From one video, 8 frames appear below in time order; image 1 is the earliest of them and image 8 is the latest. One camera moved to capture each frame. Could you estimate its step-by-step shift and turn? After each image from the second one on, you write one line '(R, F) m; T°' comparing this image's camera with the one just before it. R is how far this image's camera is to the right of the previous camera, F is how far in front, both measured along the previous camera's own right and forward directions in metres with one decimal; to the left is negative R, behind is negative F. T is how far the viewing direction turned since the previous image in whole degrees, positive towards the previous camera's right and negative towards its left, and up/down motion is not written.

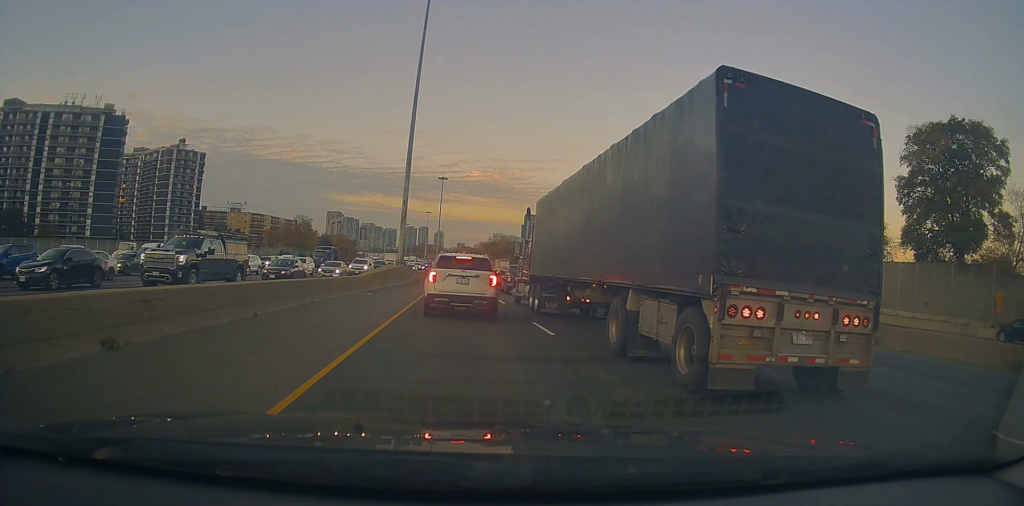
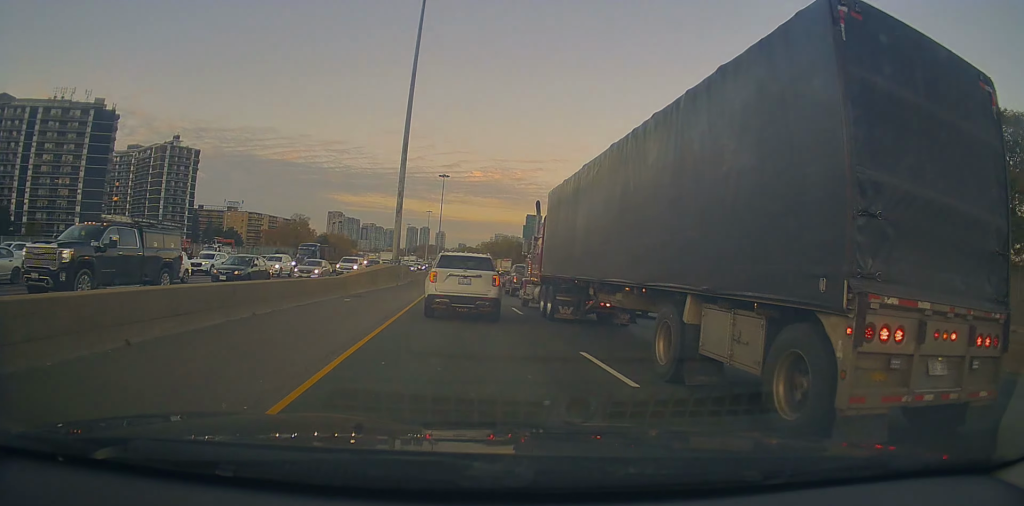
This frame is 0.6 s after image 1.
(+0.1, +5.6) m; 0°
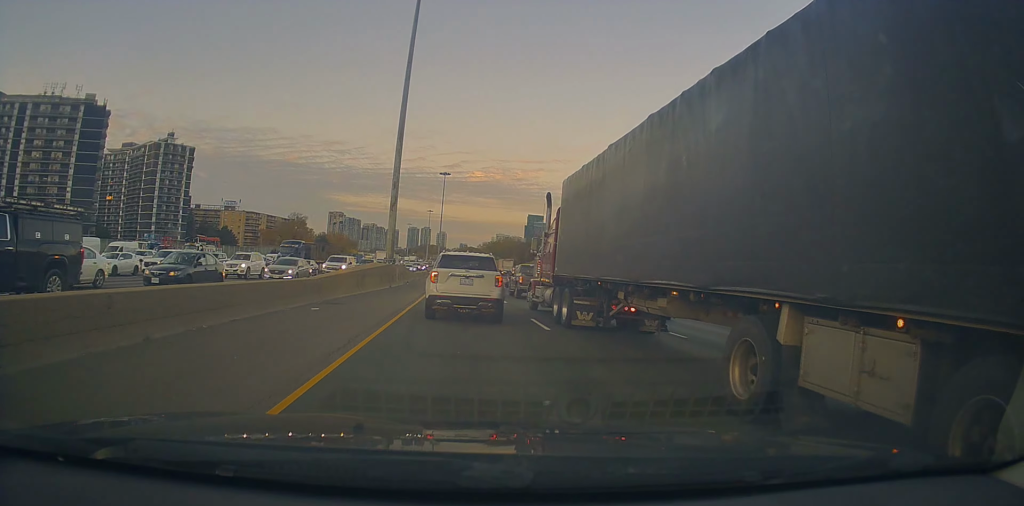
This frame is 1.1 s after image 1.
(-0.3, +4.9) m; 0°
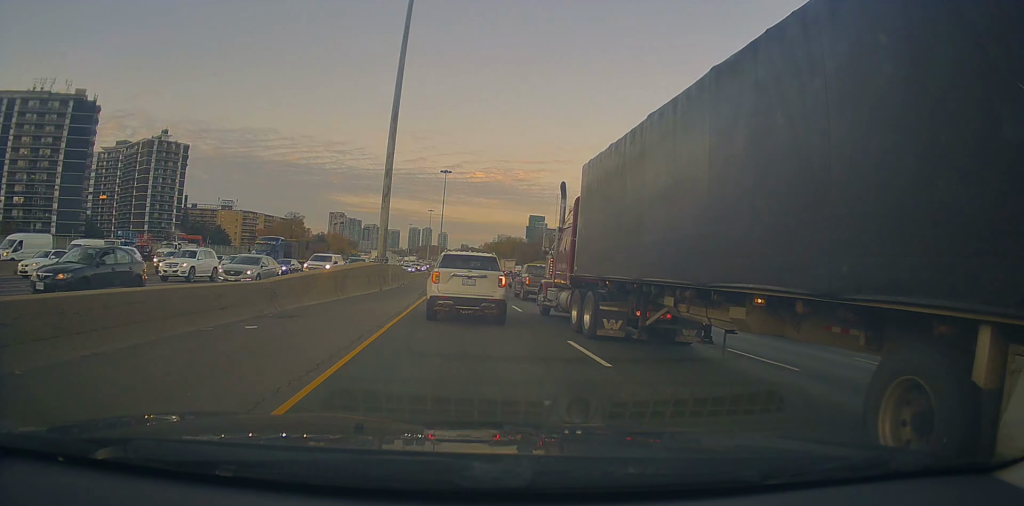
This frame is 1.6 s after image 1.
(-0.1, +5.2) m; 0°
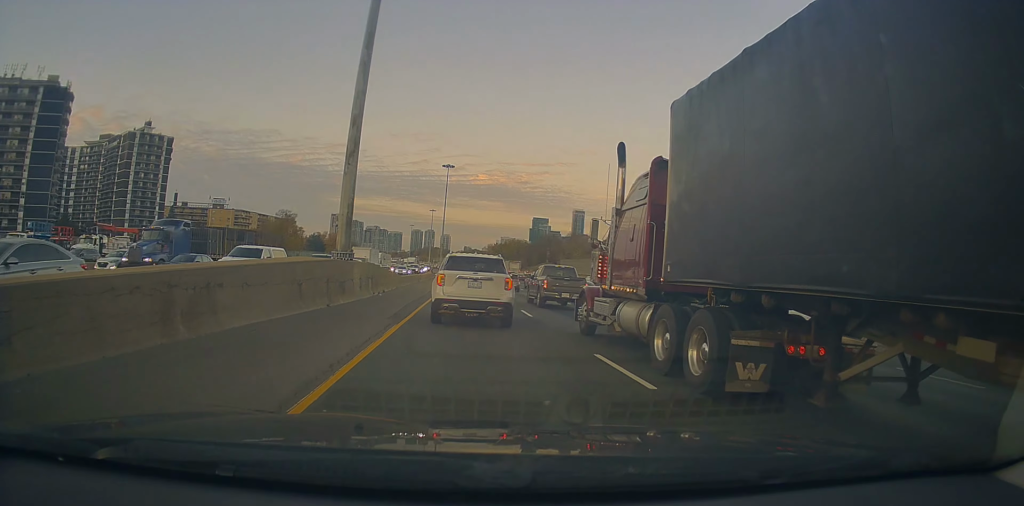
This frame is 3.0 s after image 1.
(+0.6, +13.2) m; 0°
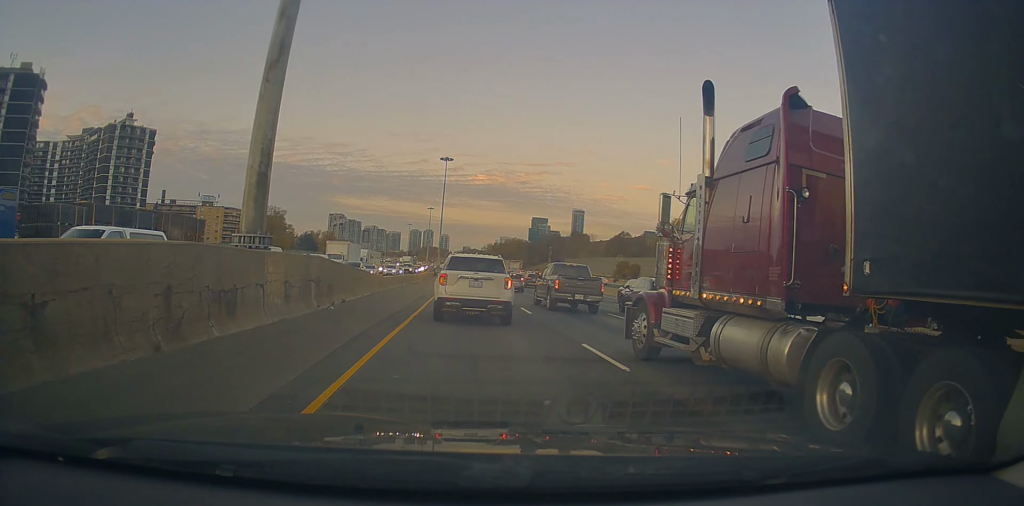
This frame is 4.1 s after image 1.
(-0.5, +10.5) m; -2°
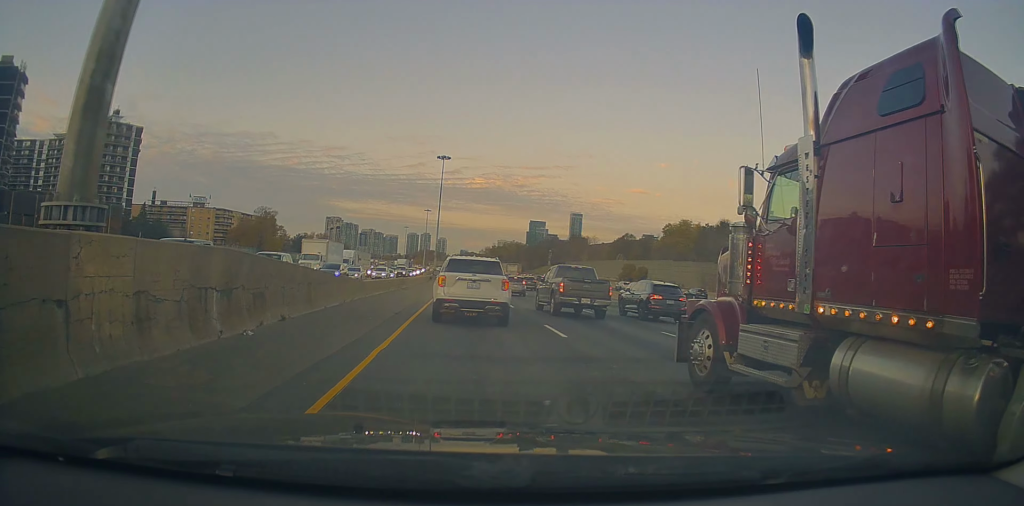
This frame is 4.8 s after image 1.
(+0.1, +6.7) m; +1°
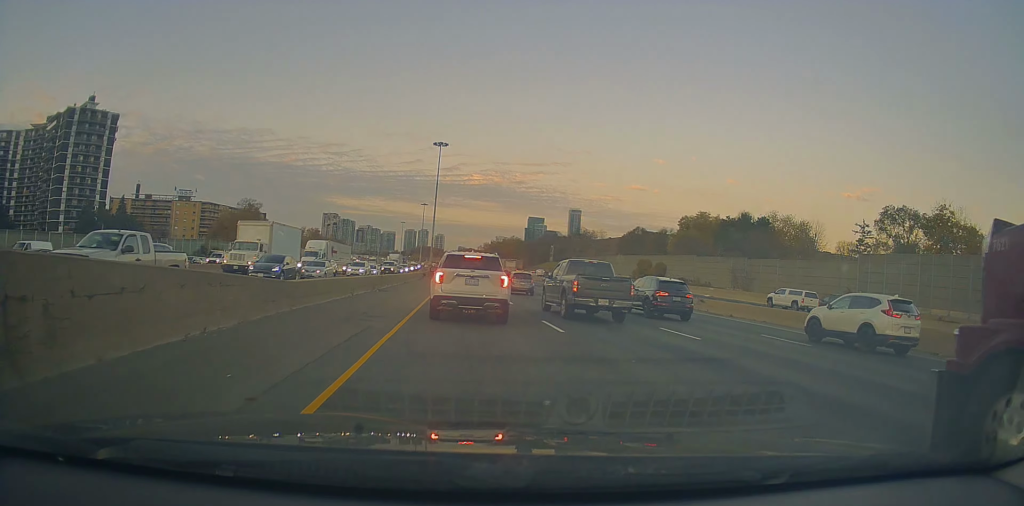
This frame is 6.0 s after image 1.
(+0.1, +11.6) m; +1°
